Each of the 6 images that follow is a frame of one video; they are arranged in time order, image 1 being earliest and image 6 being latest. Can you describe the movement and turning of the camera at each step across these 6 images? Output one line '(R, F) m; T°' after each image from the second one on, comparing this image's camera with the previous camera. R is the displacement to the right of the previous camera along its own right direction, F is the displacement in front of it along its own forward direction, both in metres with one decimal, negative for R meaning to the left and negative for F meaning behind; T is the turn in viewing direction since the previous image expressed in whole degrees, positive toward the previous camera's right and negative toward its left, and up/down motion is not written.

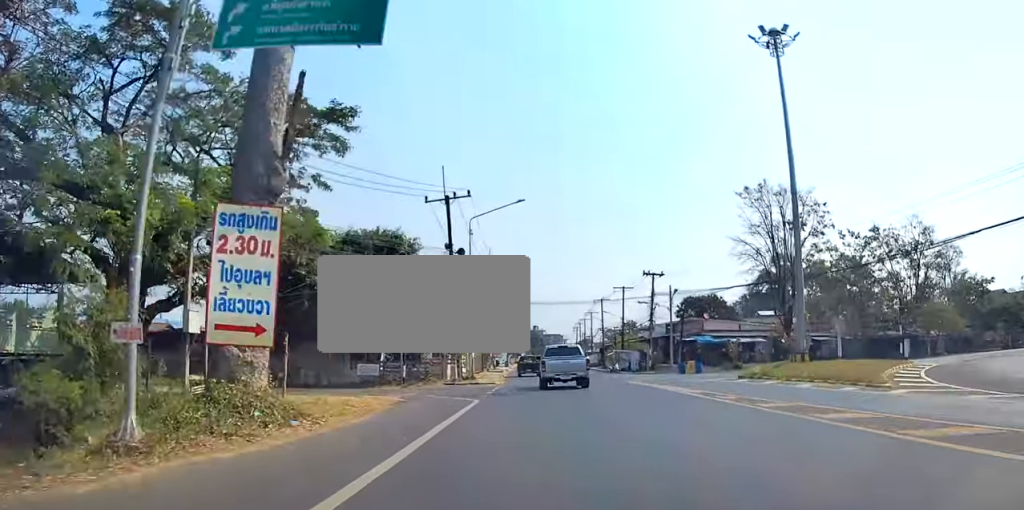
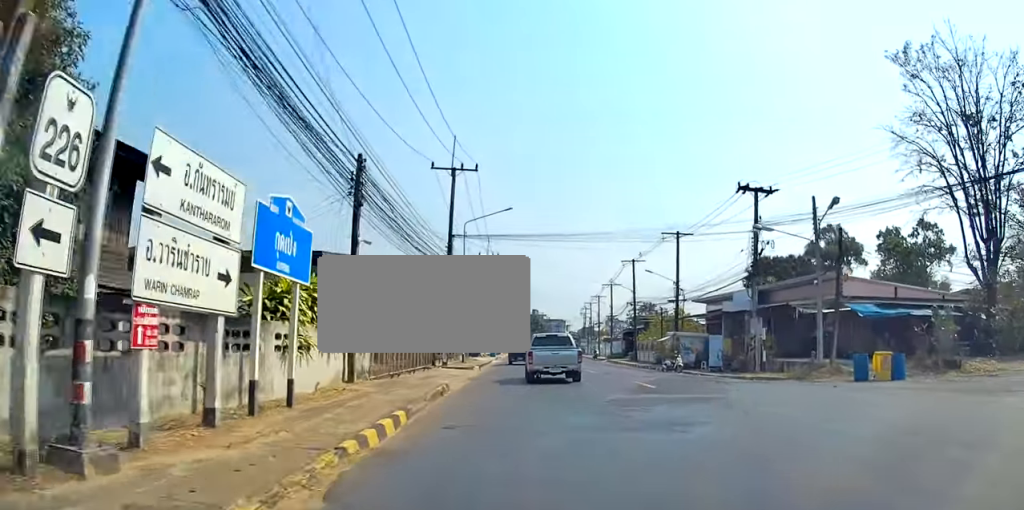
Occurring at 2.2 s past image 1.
(+0.1, +31.2) m; 0°
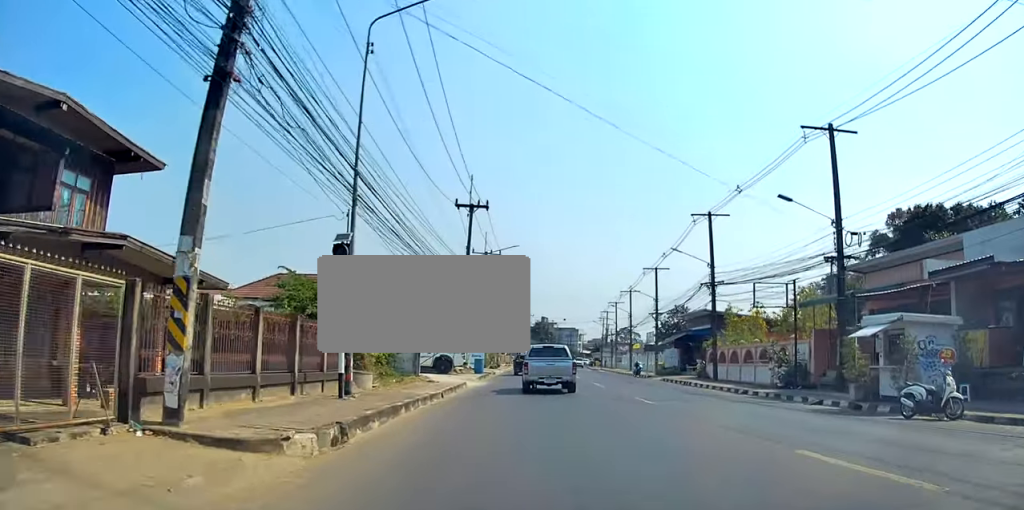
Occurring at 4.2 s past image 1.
(-0.1, +26.8) m; 0°
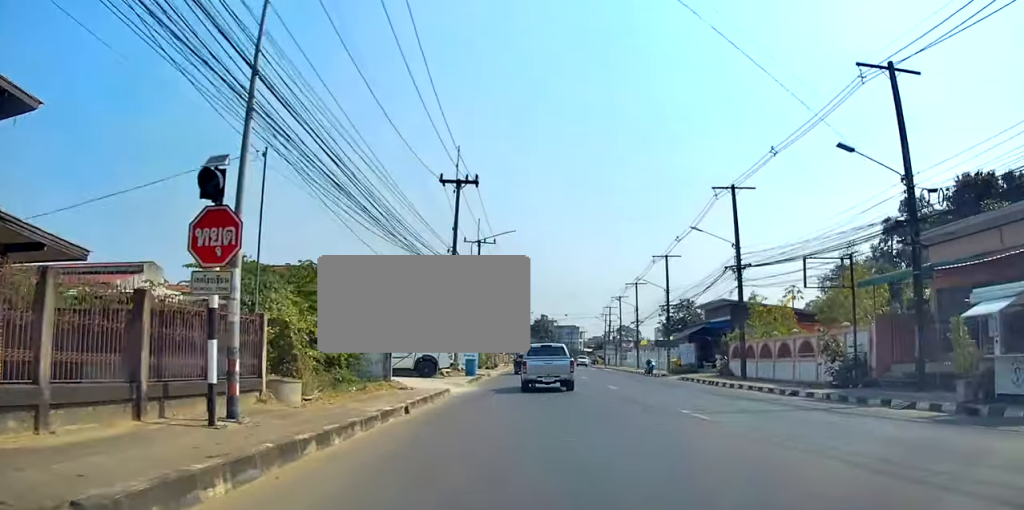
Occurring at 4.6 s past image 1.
(0.0, +5.8) m; 0°
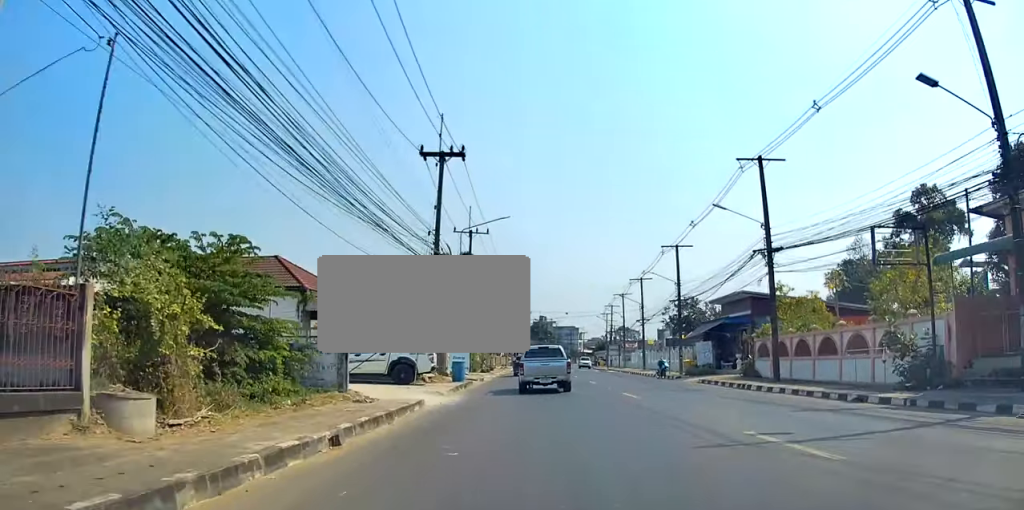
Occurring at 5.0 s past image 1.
(0.0, +5.2) m; 0°
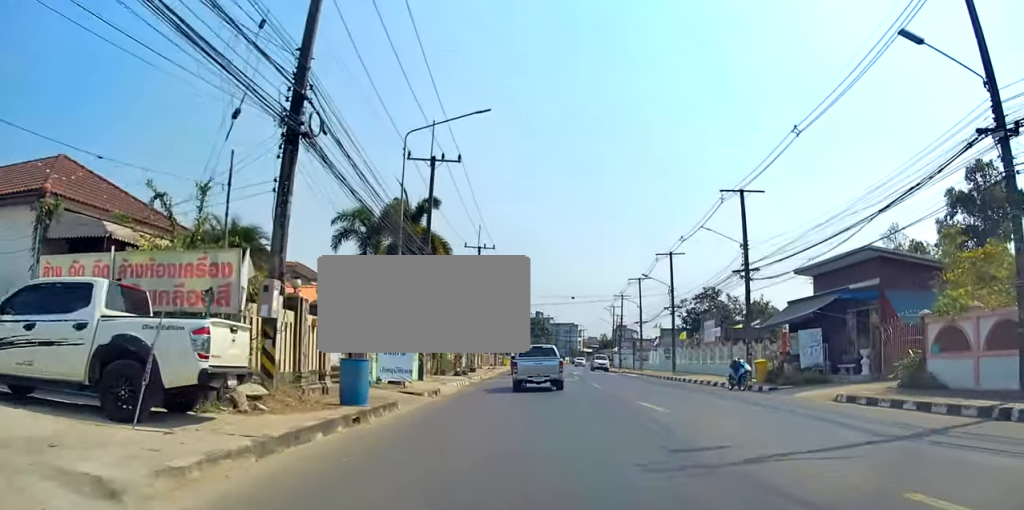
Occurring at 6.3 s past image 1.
(+0.2, +17.0) m; +1°
